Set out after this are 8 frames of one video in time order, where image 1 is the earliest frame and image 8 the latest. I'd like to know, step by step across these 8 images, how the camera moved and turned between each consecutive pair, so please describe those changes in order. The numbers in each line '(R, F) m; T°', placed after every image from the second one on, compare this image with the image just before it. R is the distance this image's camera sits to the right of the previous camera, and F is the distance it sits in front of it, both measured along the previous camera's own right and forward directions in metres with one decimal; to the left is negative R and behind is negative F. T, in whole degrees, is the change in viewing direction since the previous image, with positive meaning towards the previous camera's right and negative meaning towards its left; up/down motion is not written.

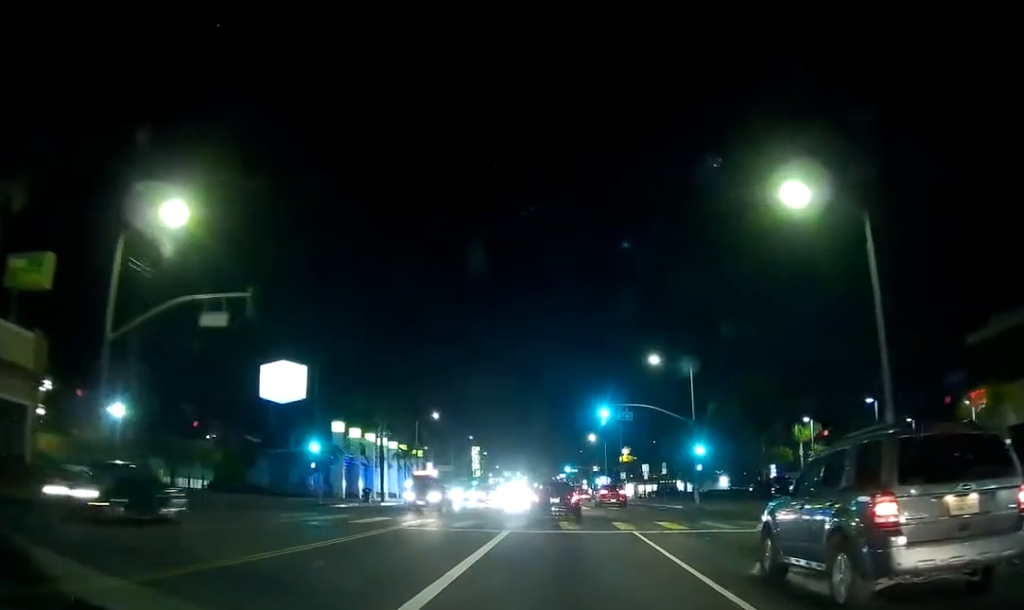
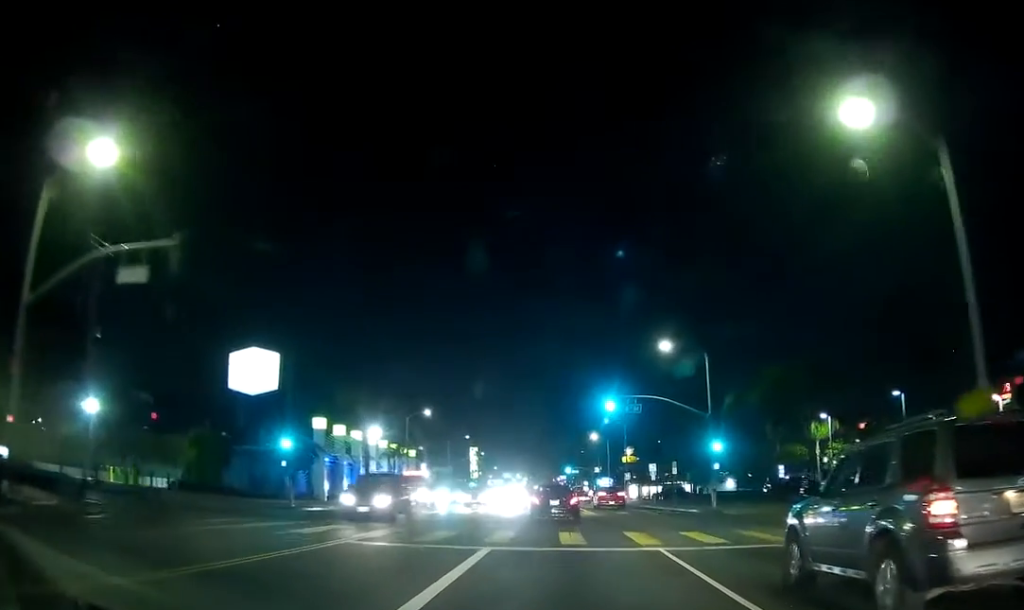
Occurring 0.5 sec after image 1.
(0.0, +5.9) m; 0°
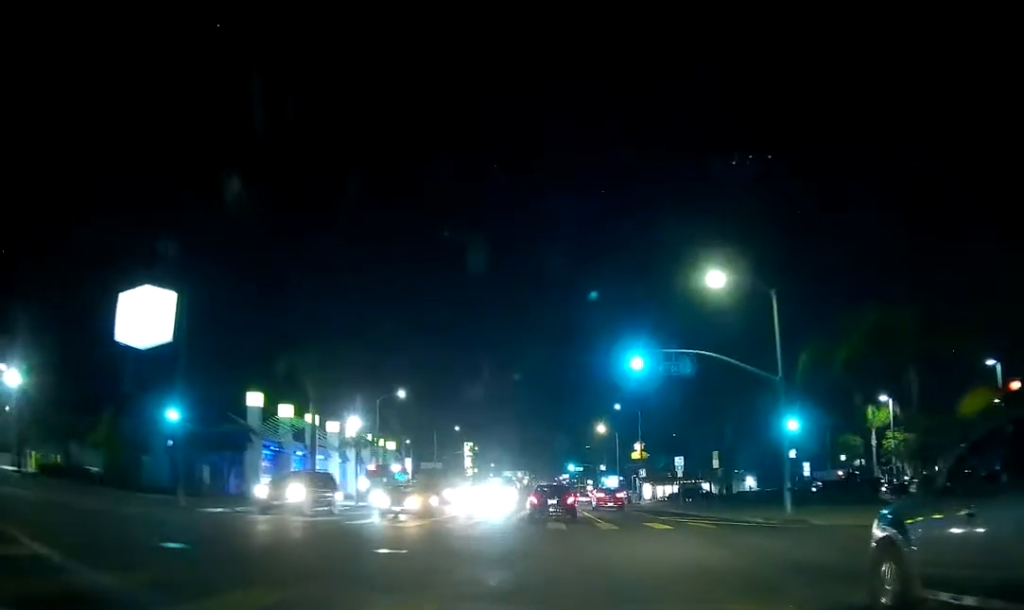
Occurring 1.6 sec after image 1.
(0.0, +14.7) m; 0°
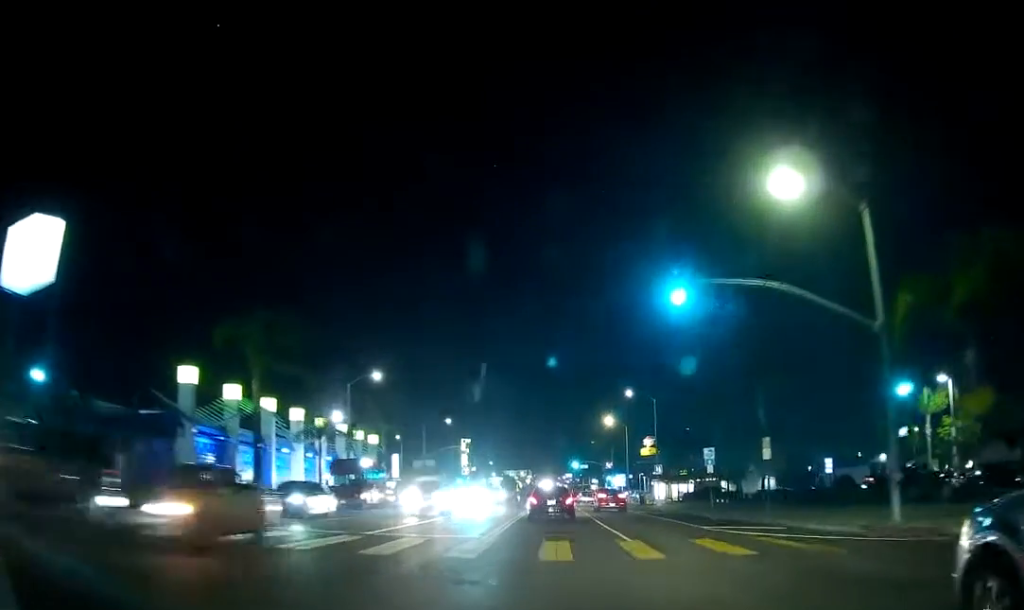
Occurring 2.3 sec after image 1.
(0.0, +9.9) m; 0°
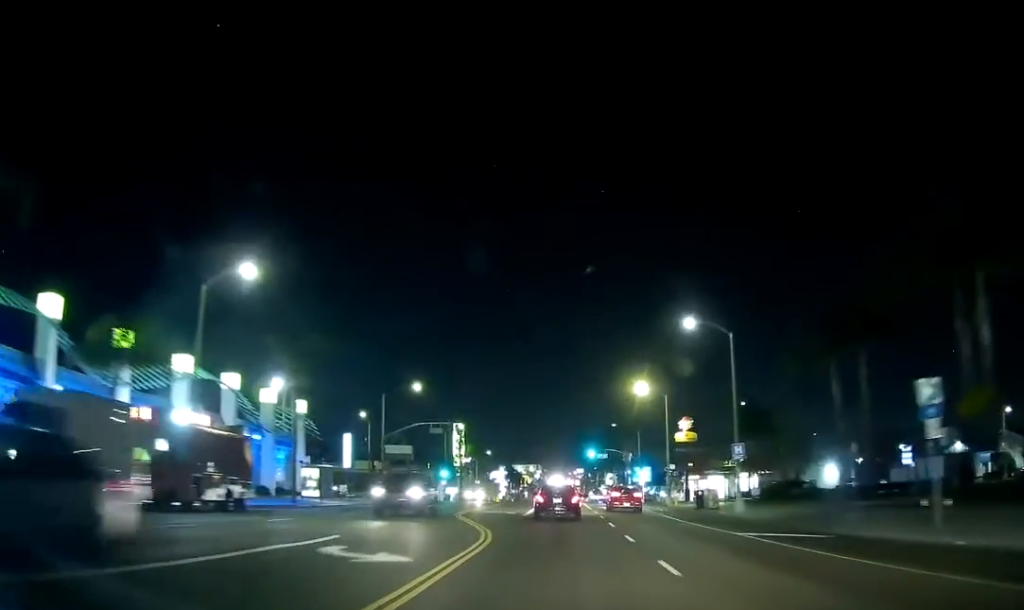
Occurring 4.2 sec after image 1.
(0.0, +26.4) m; 0°
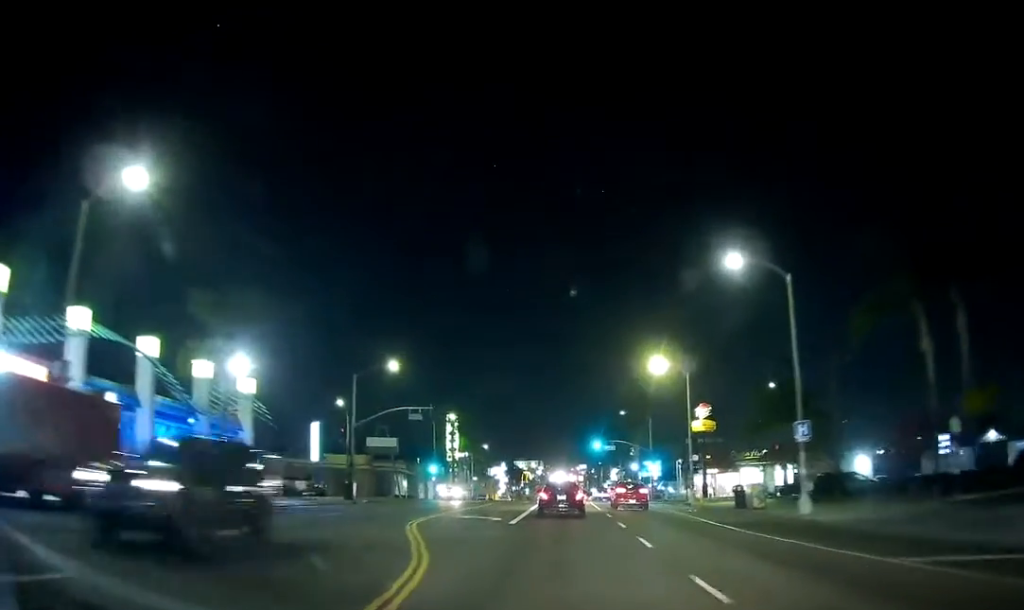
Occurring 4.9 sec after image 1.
(0.0, +10.2) m; 0°
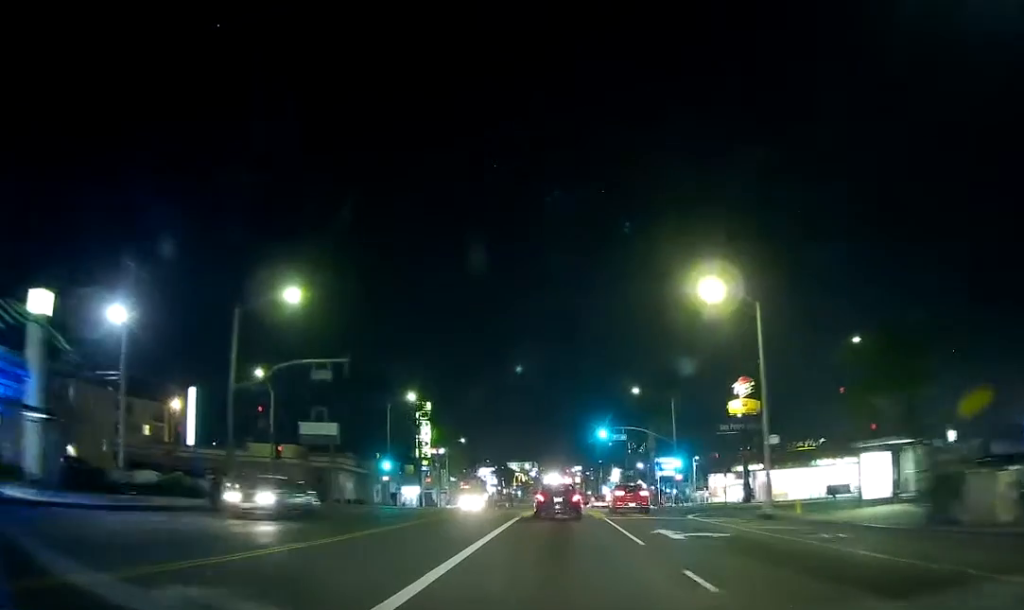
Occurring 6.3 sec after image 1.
(+0.7, +21.1) m; +3°
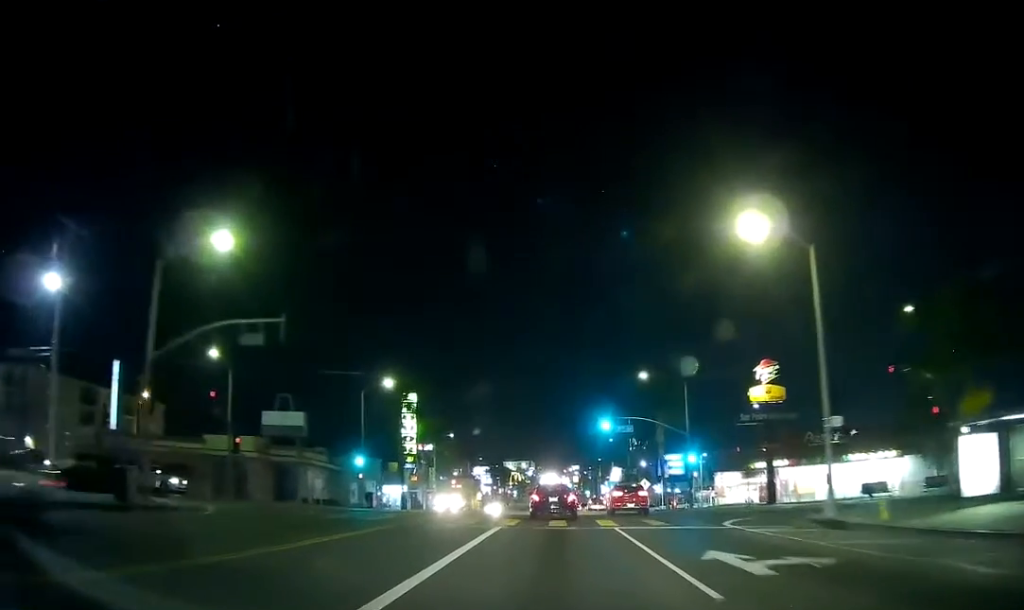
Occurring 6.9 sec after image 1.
(+0.4, +7.8) m; 0°
